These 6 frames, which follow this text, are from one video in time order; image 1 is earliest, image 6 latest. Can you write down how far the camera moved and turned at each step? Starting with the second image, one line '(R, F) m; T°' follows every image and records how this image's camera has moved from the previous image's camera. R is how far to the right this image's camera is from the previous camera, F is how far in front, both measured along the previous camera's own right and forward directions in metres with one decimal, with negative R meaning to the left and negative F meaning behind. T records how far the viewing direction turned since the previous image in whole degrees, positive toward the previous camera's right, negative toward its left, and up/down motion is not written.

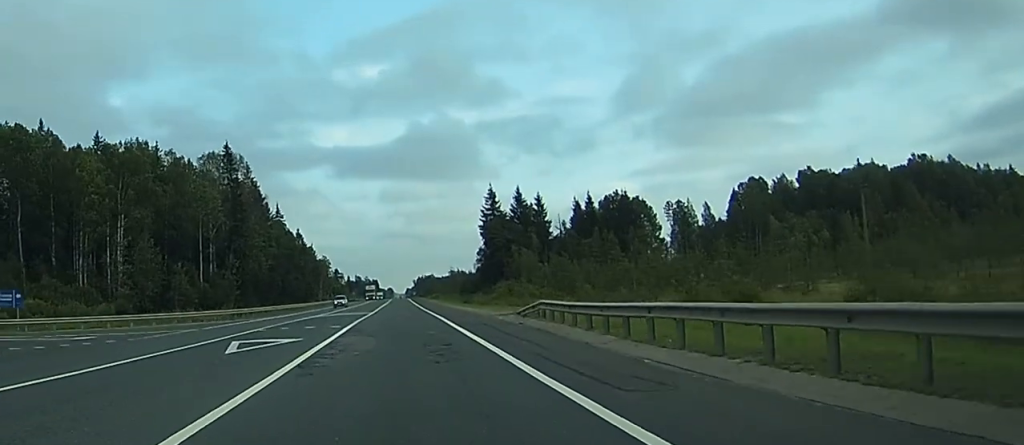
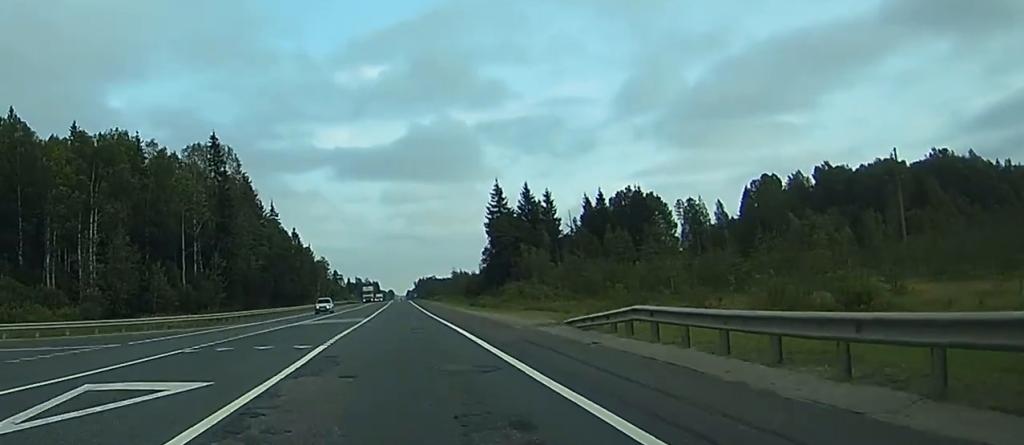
(0.0, +12.2) m; 0°
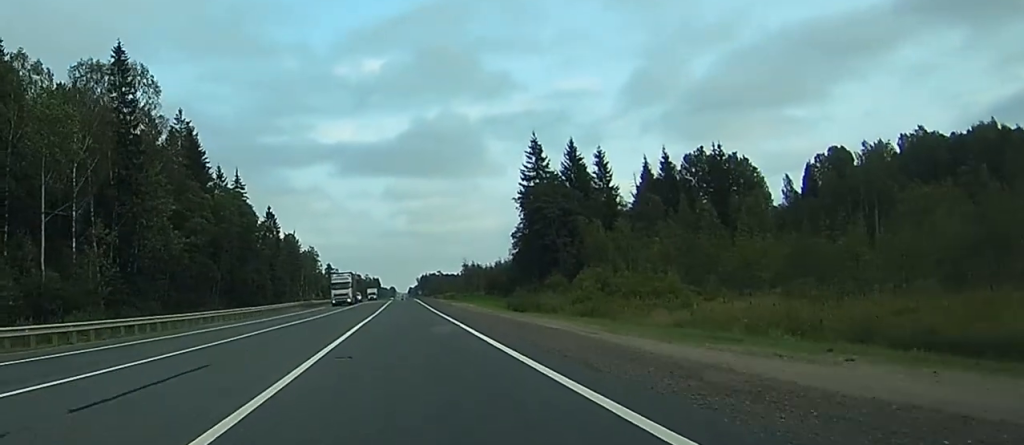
(-0.3, +53.0) m; 0°
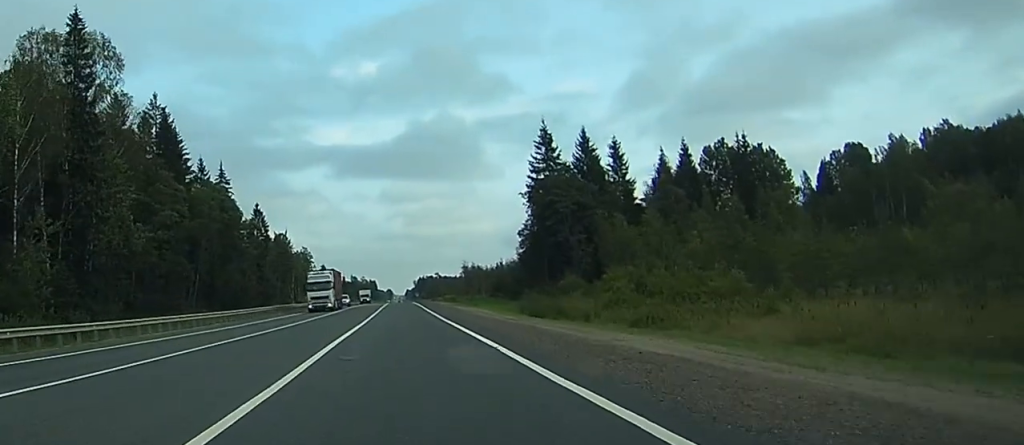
(0.0, +13.0) m; 0°
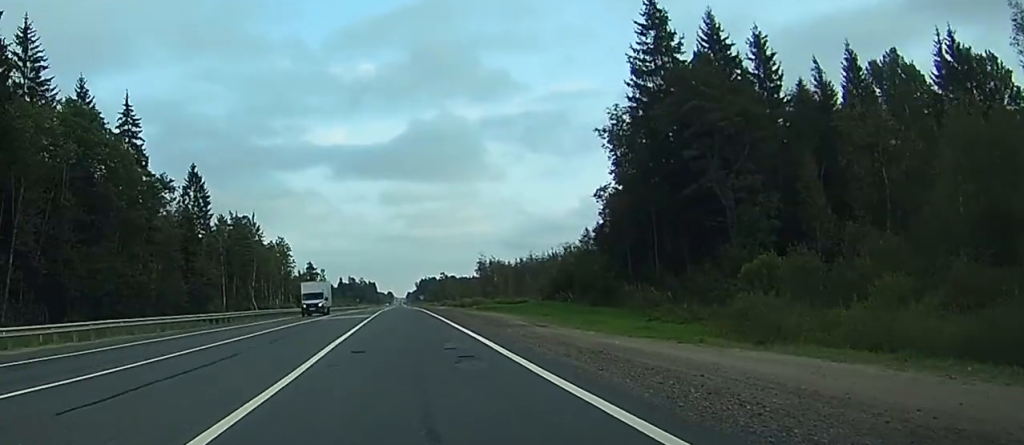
(-0.5, +59.8) m; -1°
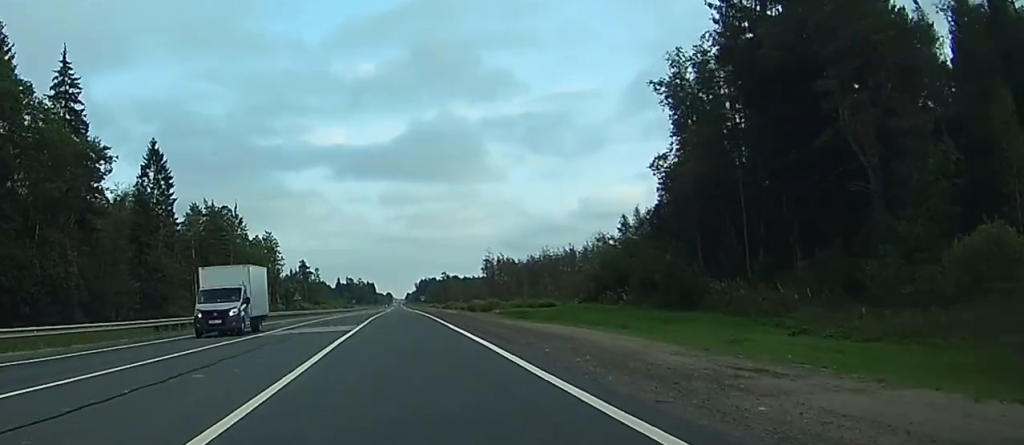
(+0.3, +21.6) m; +1°
